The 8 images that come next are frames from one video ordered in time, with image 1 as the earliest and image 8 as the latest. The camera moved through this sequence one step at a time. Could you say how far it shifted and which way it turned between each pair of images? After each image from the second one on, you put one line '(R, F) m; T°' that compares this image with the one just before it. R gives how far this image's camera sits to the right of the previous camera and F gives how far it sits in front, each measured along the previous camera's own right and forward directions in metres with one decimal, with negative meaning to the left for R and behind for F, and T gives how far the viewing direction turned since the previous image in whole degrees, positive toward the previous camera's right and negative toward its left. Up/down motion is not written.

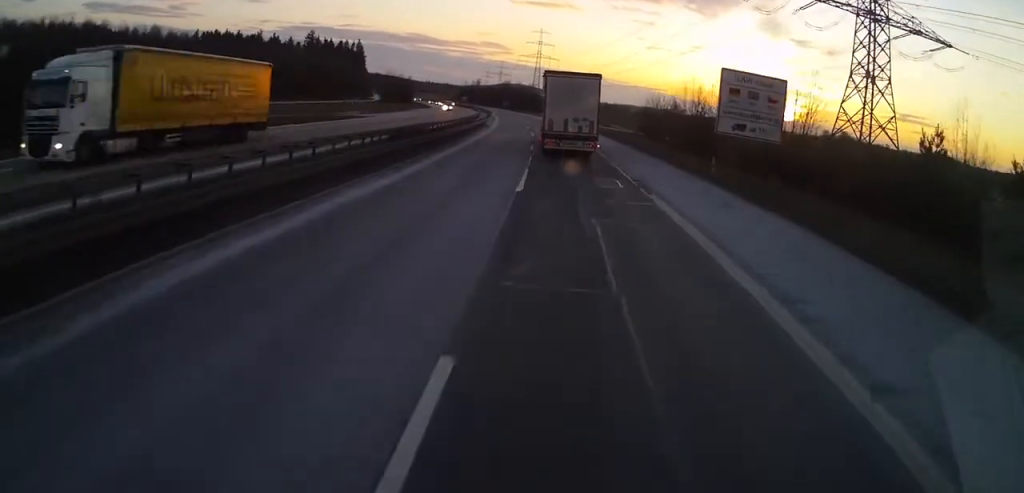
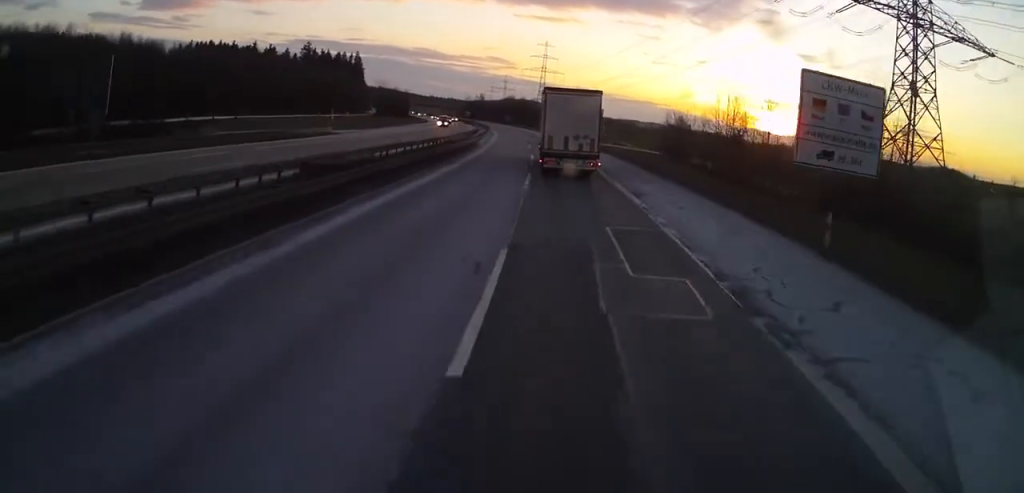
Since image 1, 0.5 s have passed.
(0.0, +11.6) m; 0°
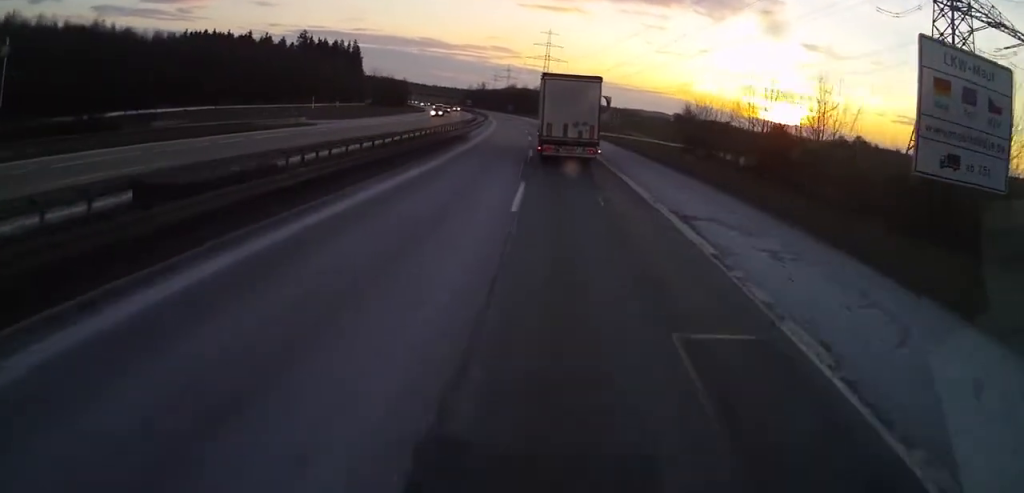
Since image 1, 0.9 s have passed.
(0.0, +8.7) m; 0°
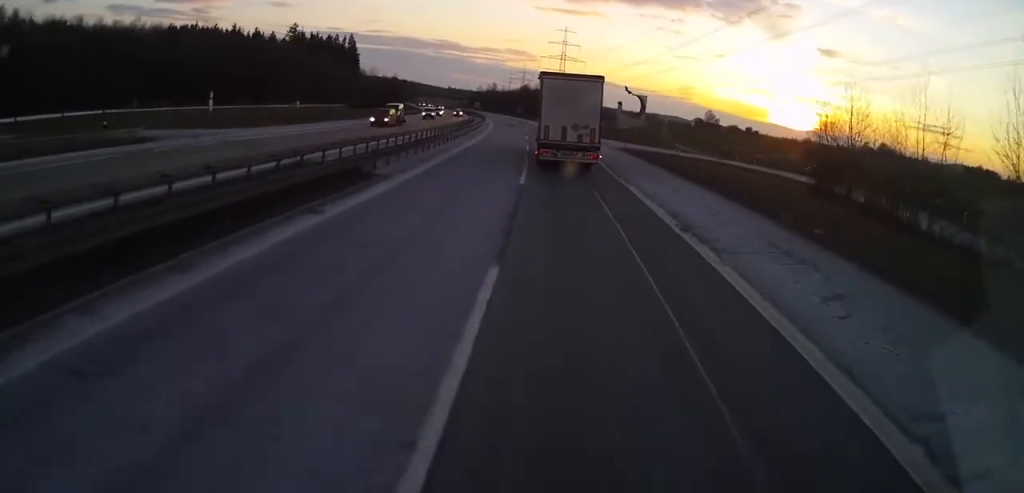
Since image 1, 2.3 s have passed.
(-0.2, +29.1) m; -2°
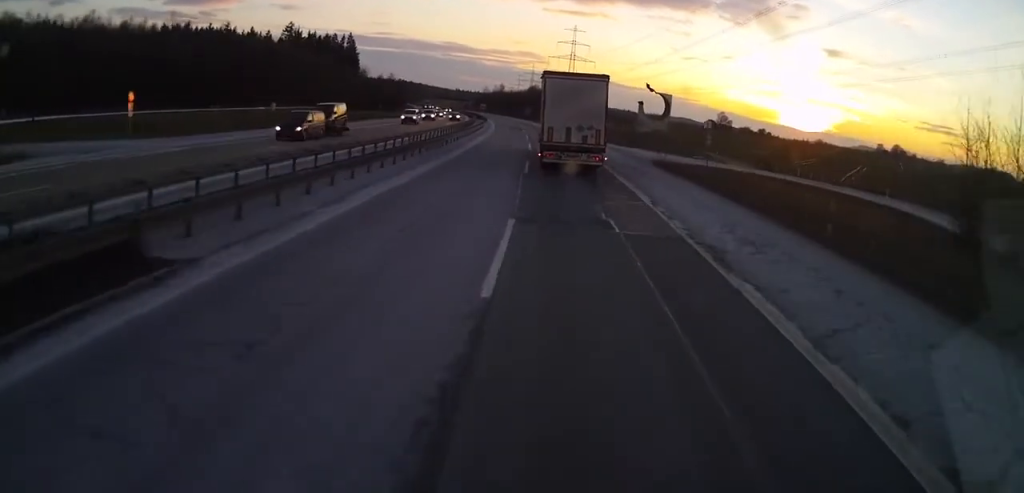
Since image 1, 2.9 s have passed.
(-0.2, +13.1) m; -1°
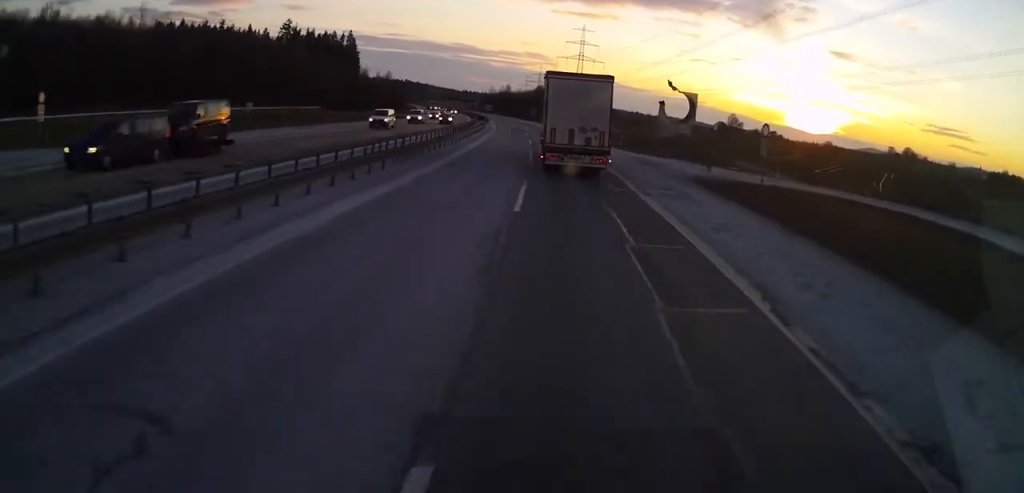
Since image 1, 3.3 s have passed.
(-0.1, +10.1) m; -1°
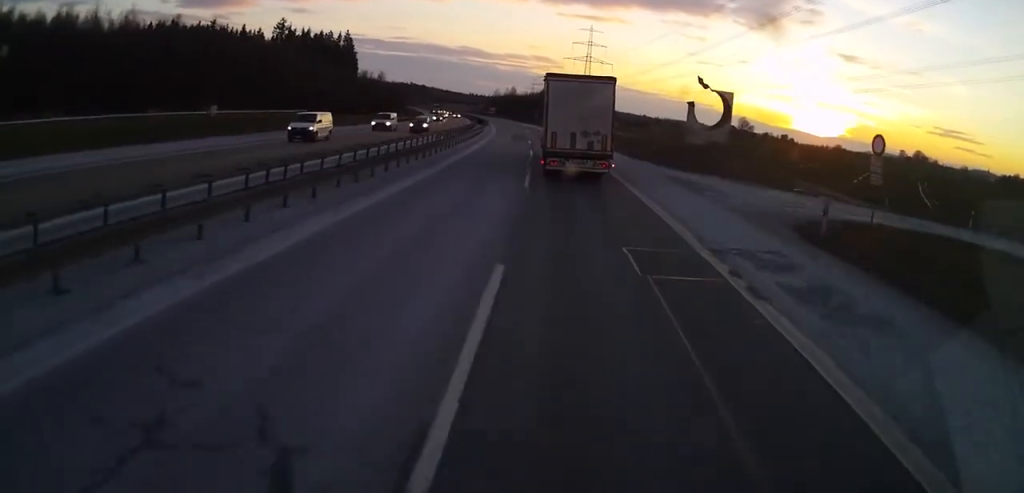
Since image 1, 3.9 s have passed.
(0.0, +11.6) m; -1°
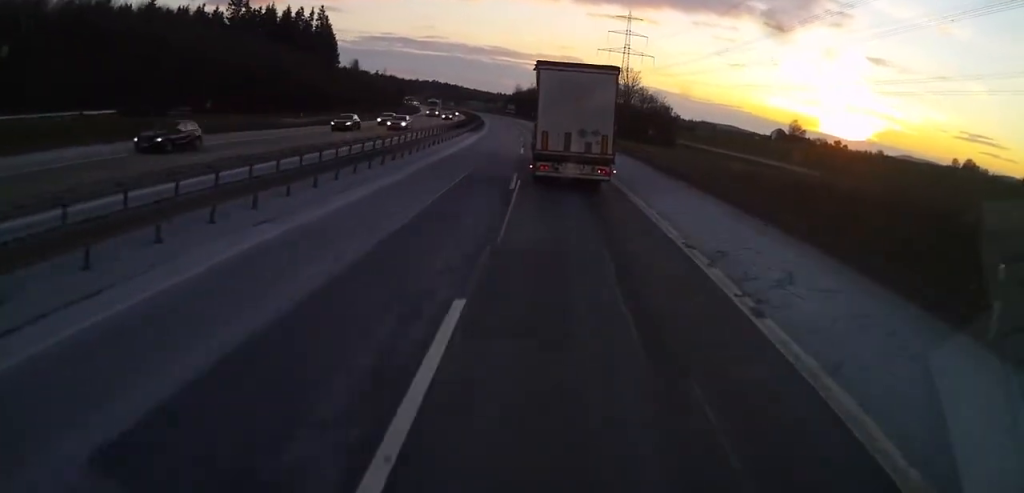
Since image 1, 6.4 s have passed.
(-0.9, +55.1) m; -2°
